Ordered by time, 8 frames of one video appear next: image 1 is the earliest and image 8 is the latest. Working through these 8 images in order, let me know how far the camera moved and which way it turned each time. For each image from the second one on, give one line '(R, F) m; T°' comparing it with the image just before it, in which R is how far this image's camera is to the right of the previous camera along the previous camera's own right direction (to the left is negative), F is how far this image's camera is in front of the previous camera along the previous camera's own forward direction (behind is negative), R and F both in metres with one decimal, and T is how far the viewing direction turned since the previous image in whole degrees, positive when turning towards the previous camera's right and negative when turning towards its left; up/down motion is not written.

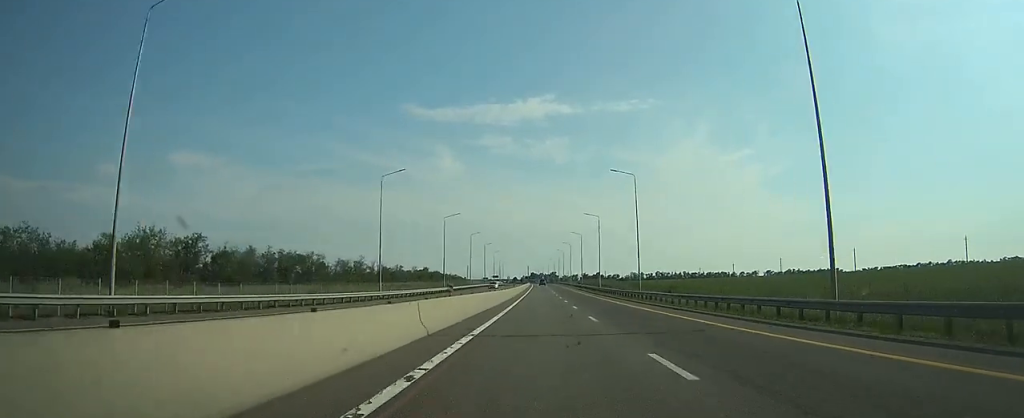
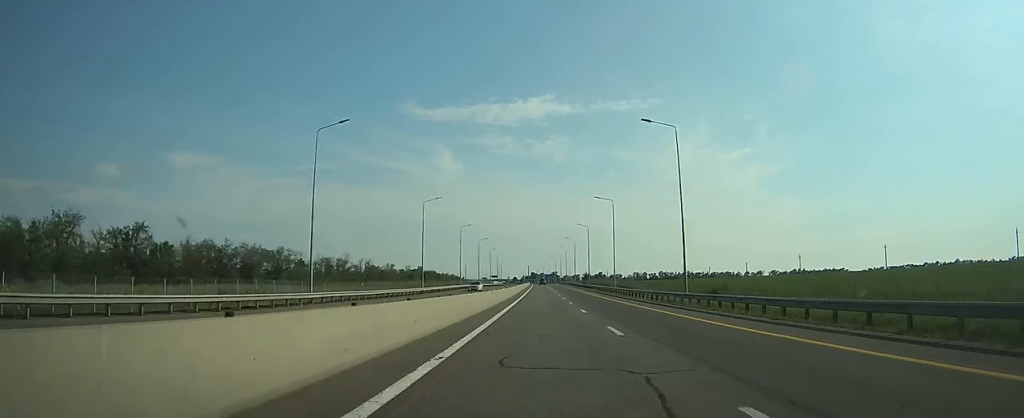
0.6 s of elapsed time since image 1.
(+0.1, +18.4) m; 0°
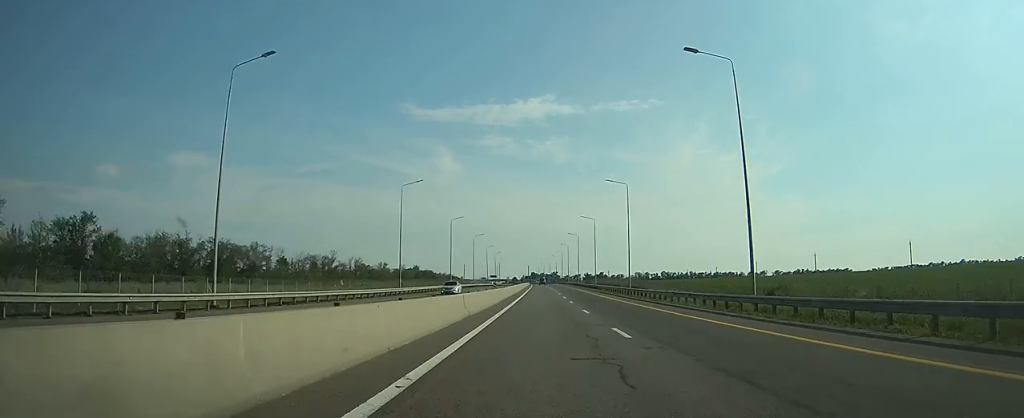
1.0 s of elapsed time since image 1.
(0.0, +13.0) m; 0°
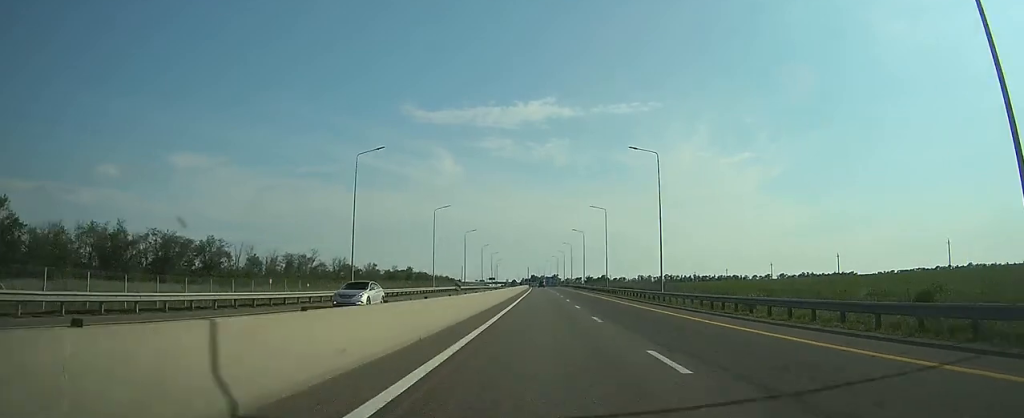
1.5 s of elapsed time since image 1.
(-0.1, +17.4) m; 0°
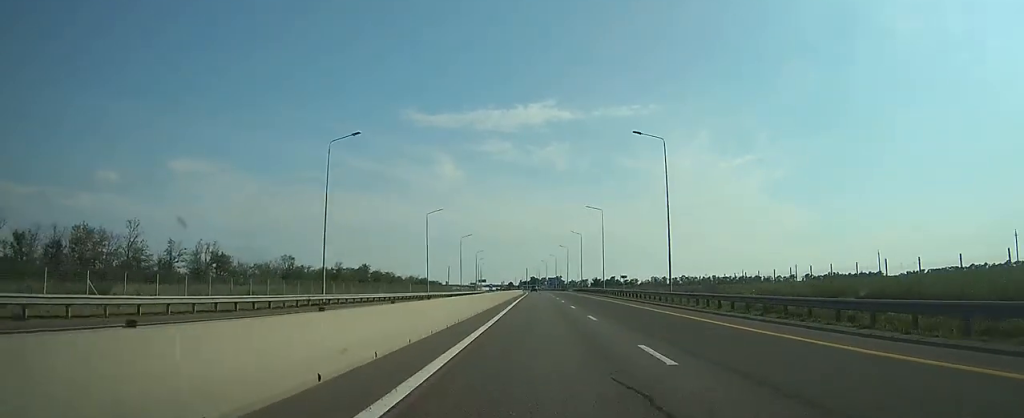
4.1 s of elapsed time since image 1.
(0.0, +84.2) m; 0°
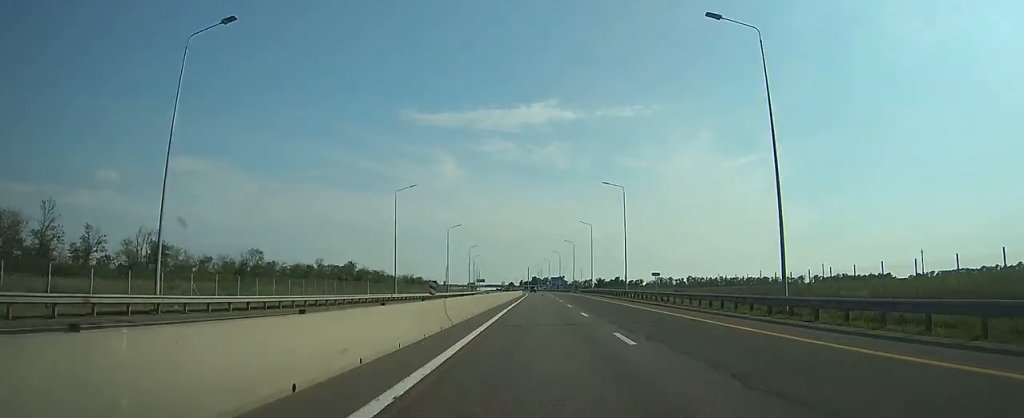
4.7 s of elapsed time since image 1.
(0.0, +20.8) m; 0°
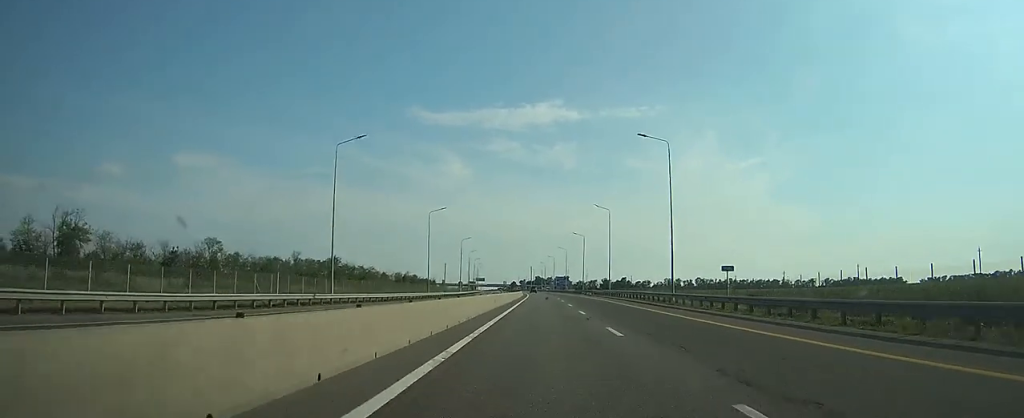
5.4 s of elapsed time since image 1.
(+0.1, +21.9) m; 0°
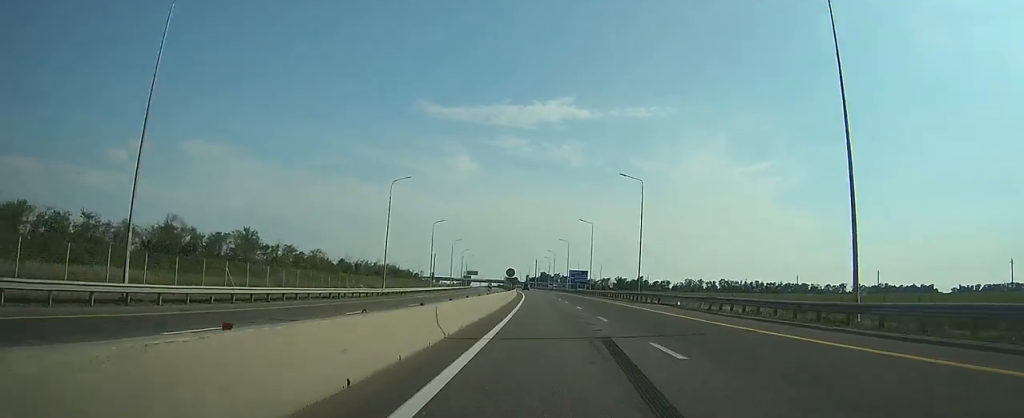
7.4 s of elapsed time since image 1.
(-0.6, +65.6) m; -1°
